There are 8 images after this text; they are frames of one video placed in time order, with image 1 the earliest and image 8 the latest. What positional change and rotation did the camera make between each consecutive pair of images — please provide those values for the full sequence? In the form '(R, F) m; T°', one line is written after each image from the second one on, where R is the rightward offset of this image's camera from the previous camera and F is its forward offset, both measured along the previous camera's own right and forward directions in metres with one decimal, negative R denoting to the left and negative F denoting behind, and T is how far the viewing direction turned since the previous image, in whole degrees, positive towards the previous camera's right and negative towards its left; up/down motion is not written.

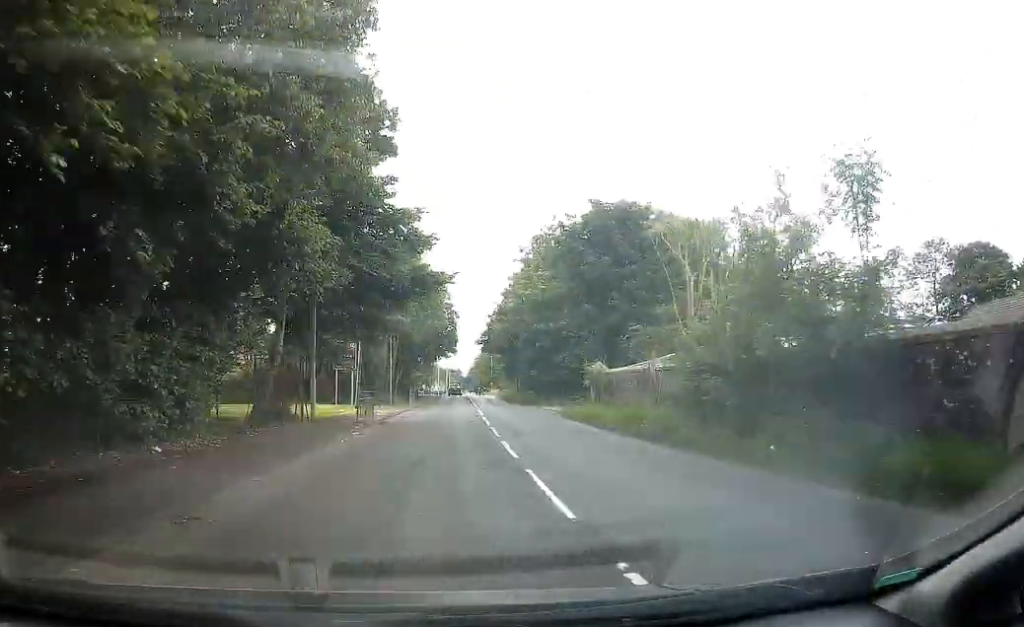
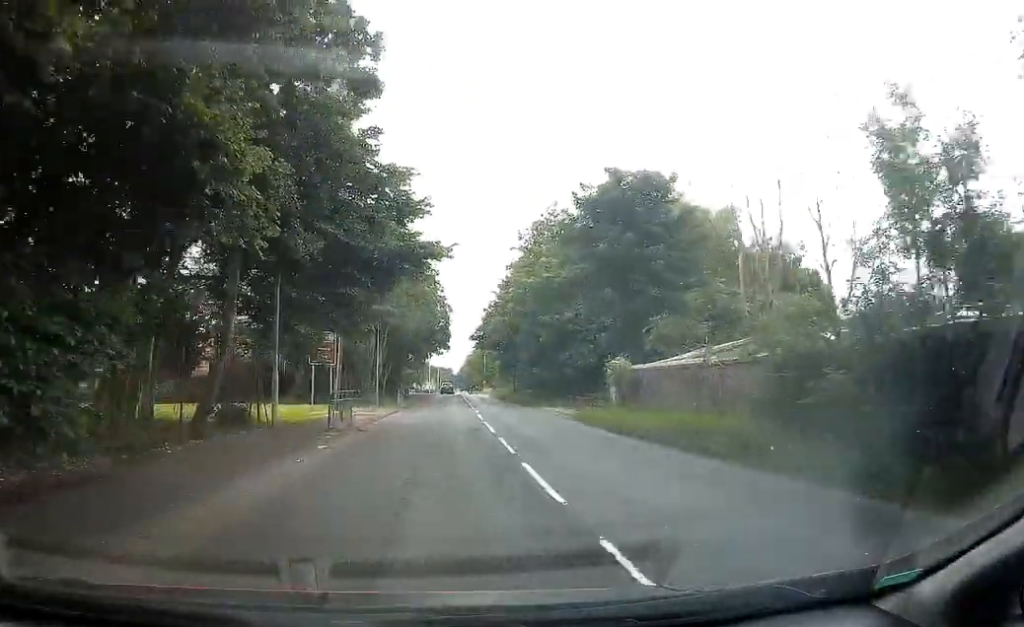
(+0.3, +5.0) m; +2°
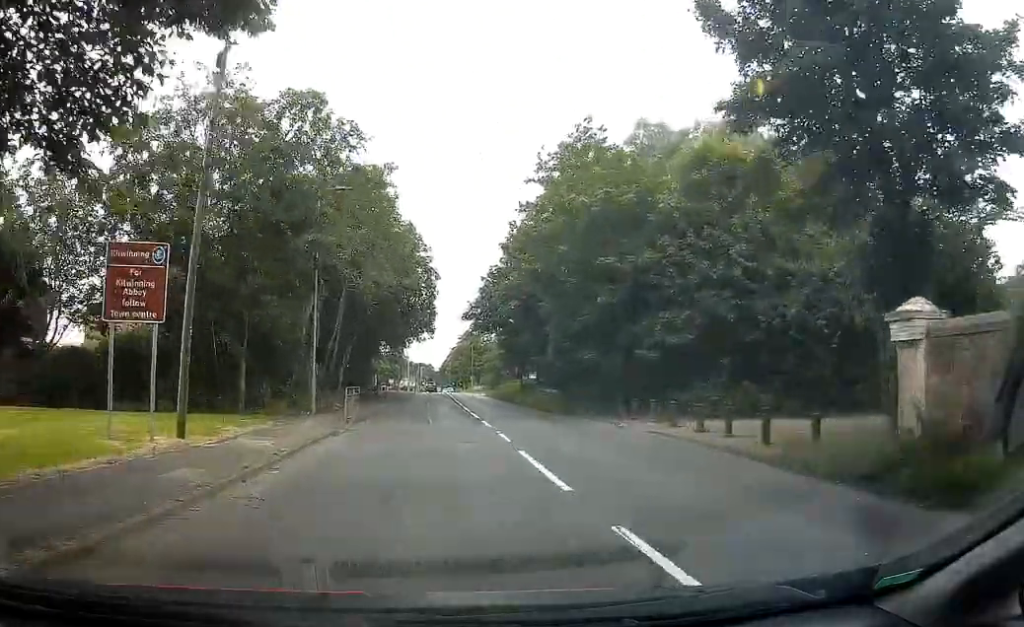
(+1.0, +19.3) m; +5°
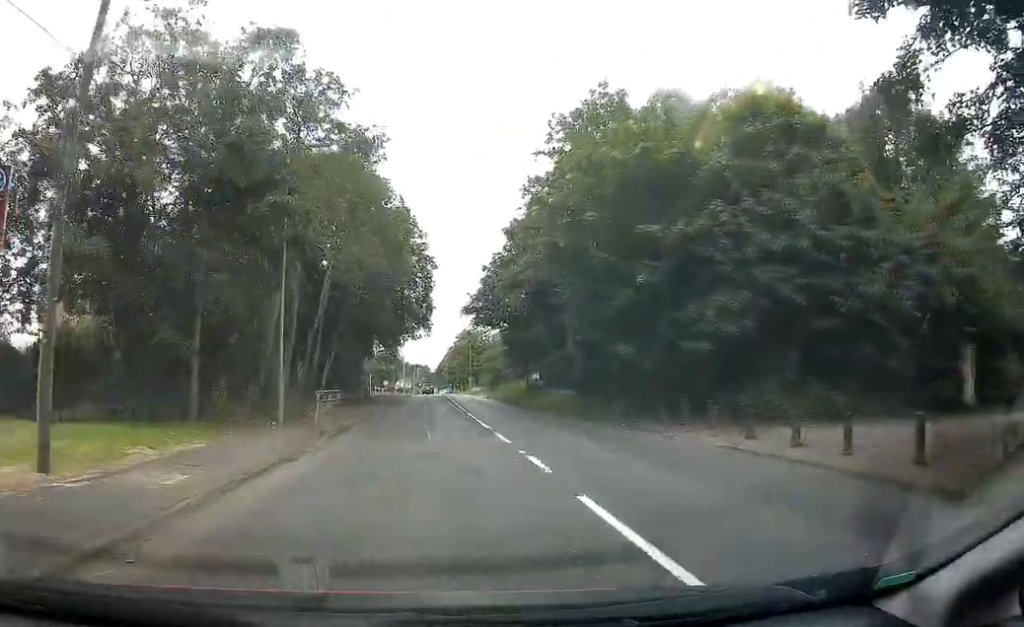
(+0.1, +5.0) m; +1°
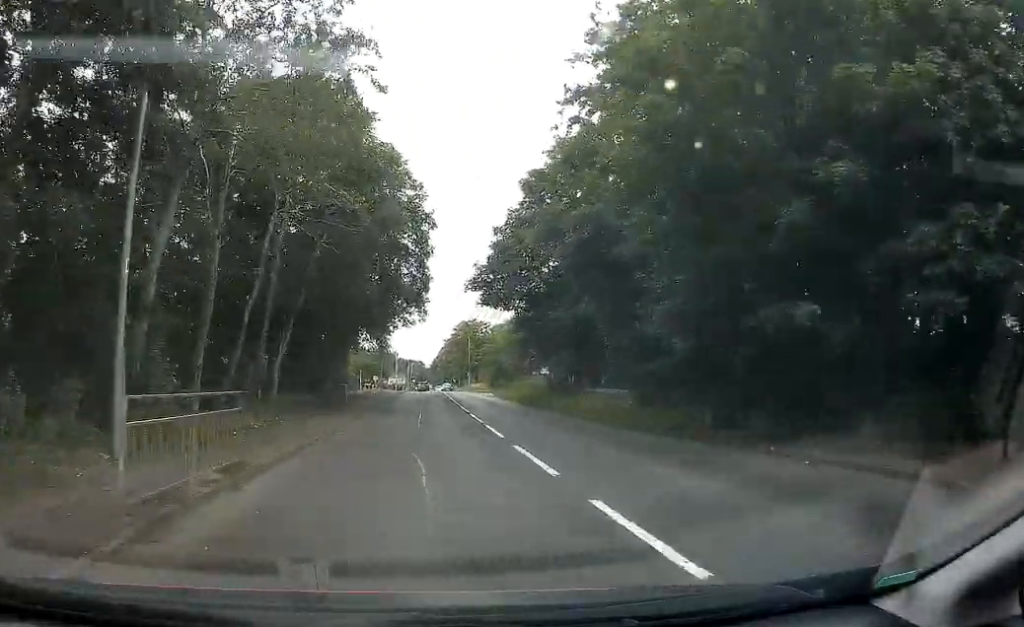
(0.0, +11.0) m; 0°
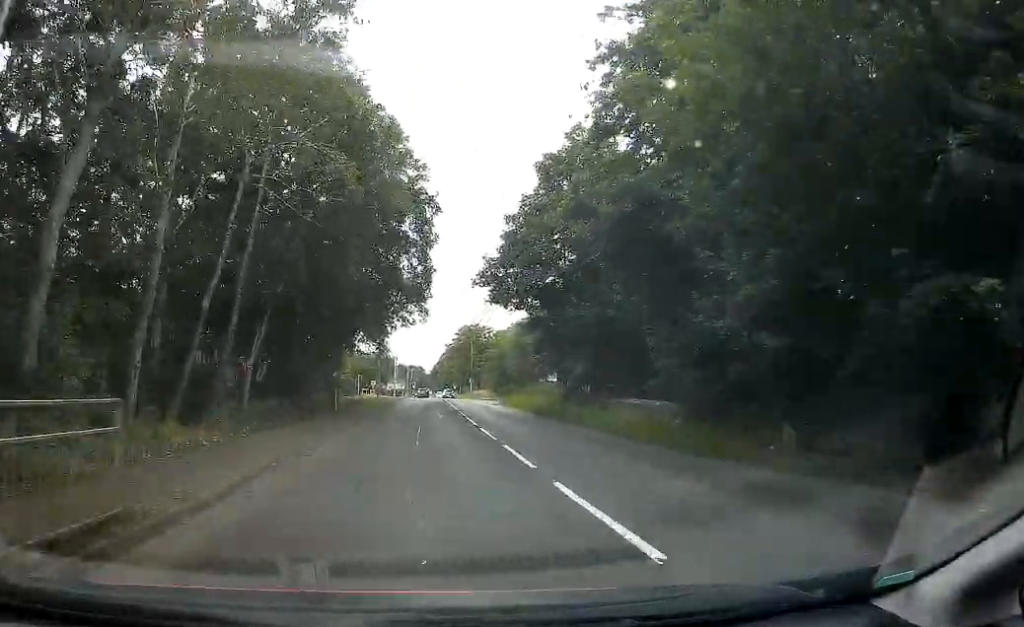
(0.0, +4.2) m; 0°
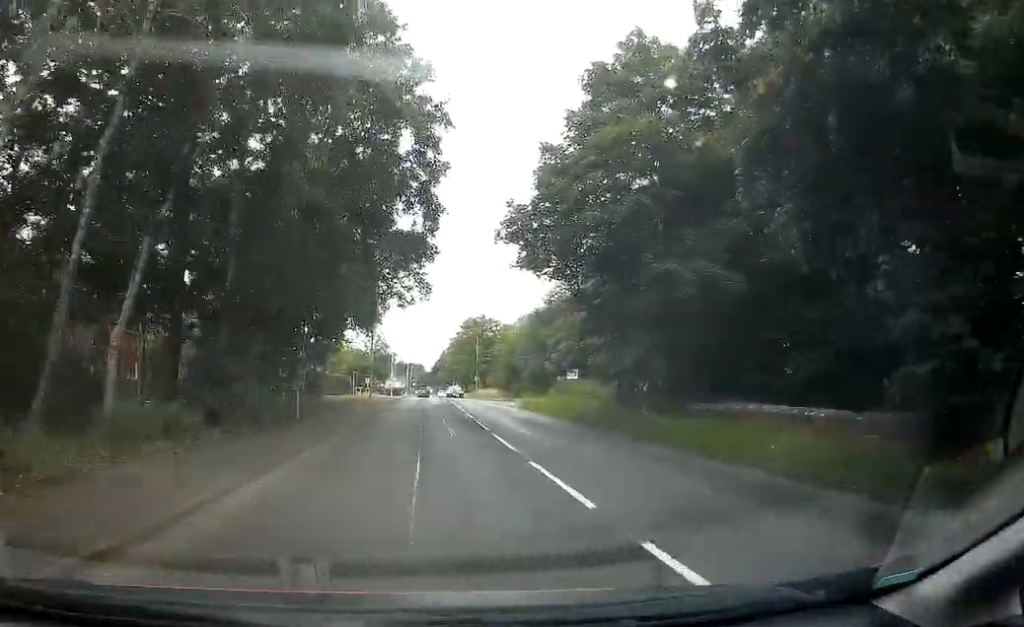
(-0.1, +9.4) m; 0°
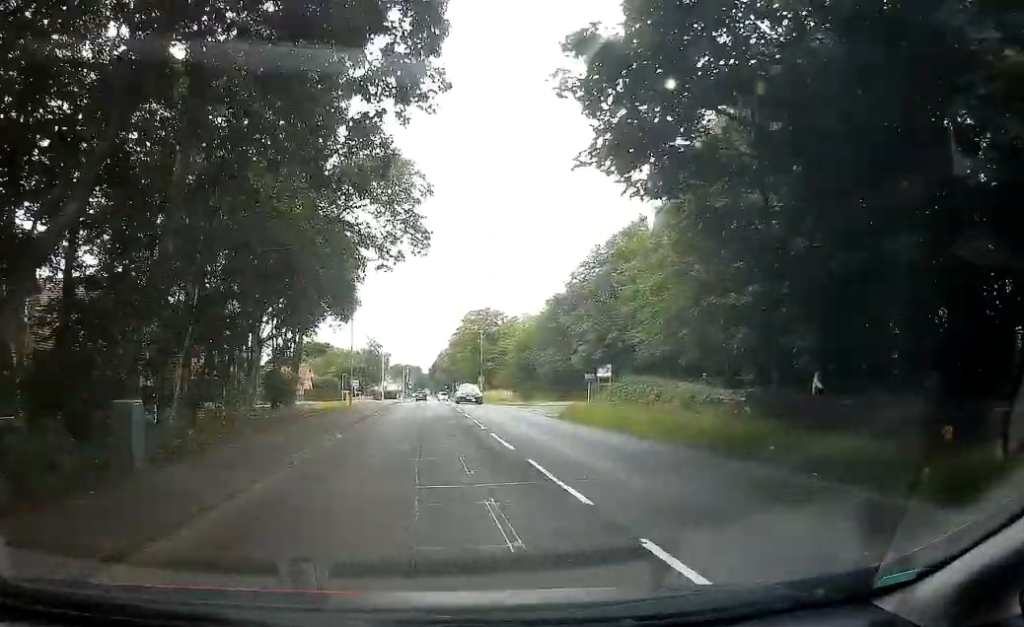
(+0.1, +12.2) m; 0°
